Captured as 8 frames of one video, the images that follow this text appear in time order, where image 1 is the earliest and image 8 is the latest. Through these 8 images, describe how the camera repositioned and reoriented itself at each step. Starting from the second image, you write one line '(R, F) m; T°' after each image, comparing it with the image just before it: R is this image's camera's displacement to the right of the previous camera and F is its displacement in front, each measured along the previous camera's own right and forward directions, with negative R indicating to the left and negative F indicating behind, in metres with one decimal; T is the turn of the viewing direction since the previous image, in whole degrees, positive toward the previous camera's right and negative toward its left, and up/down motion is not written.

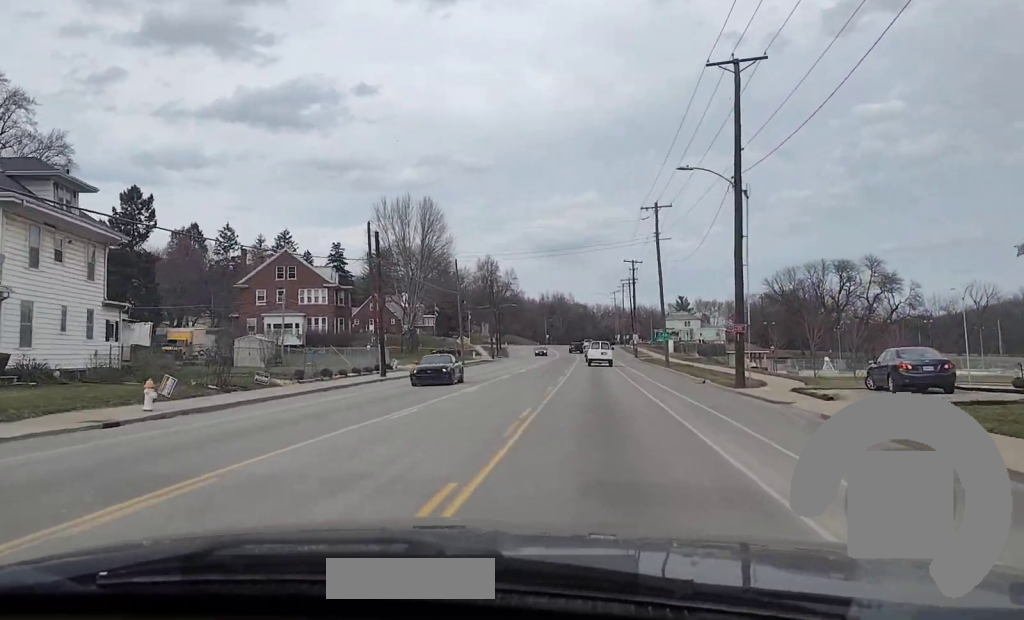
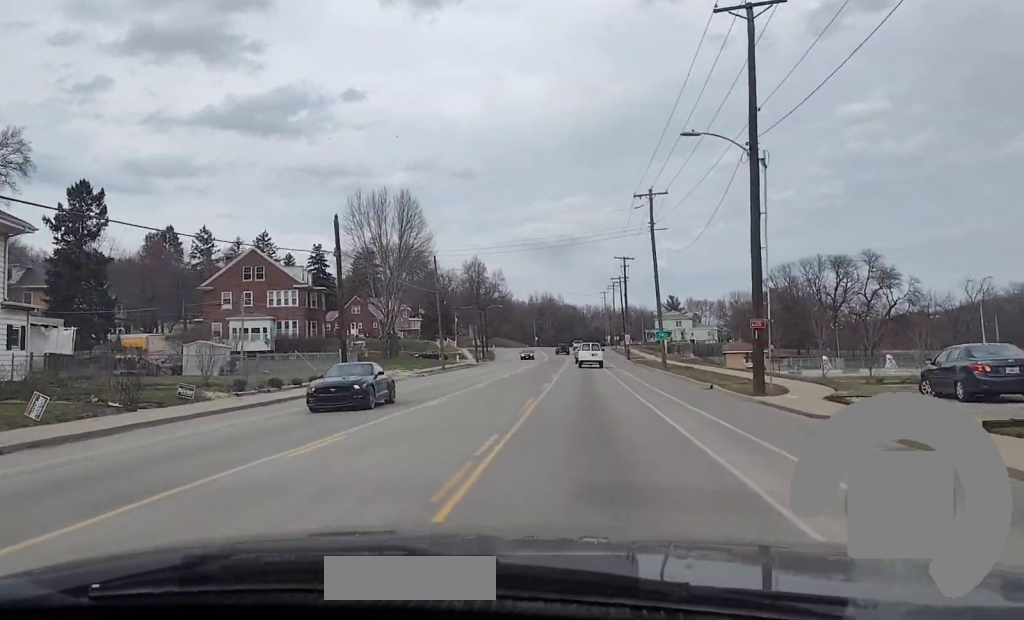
(0.0, +6.2) m; 0°
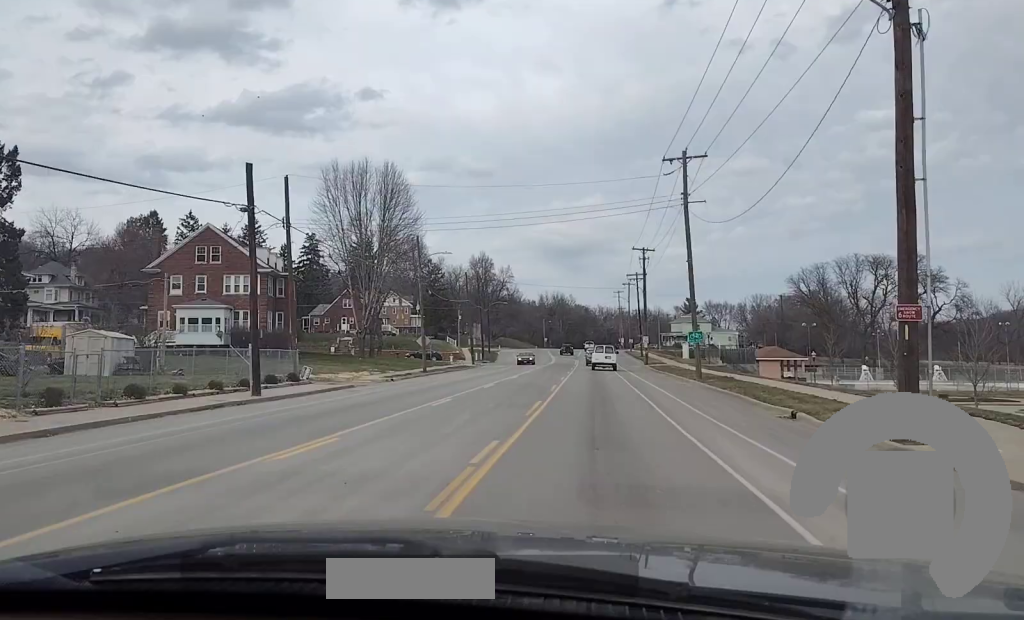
(0.0, +13.6) m; 0°
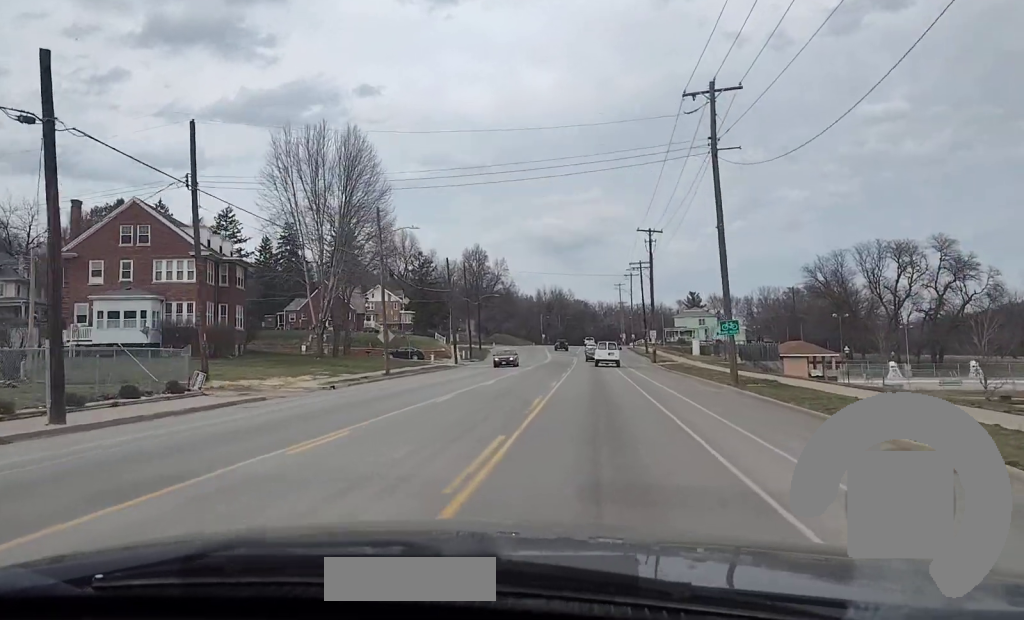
(0.0, +12.2) m; 0°
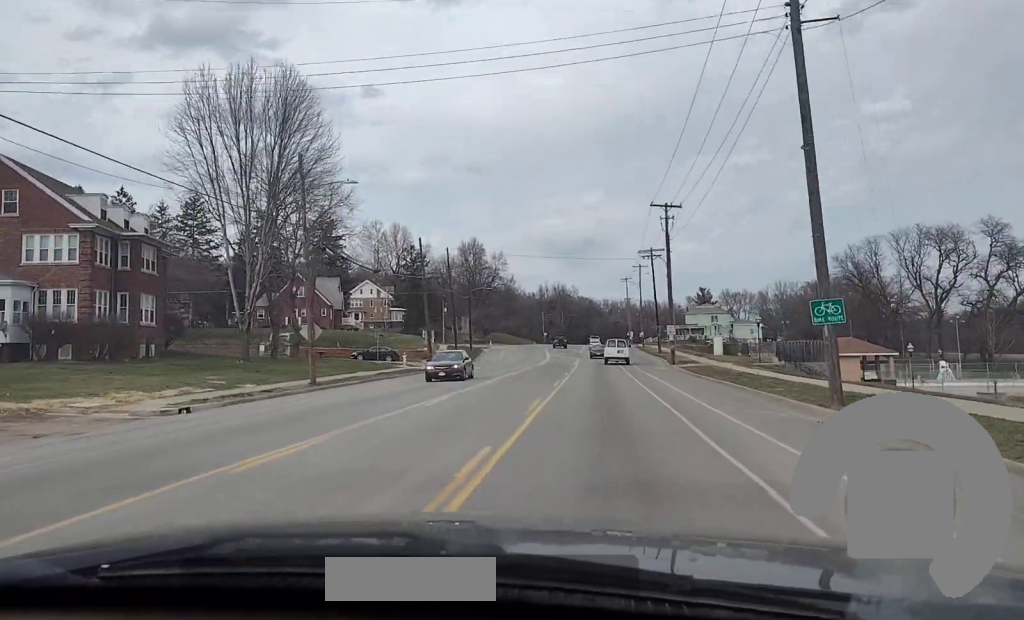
(0.0, +14.8) m; 0°
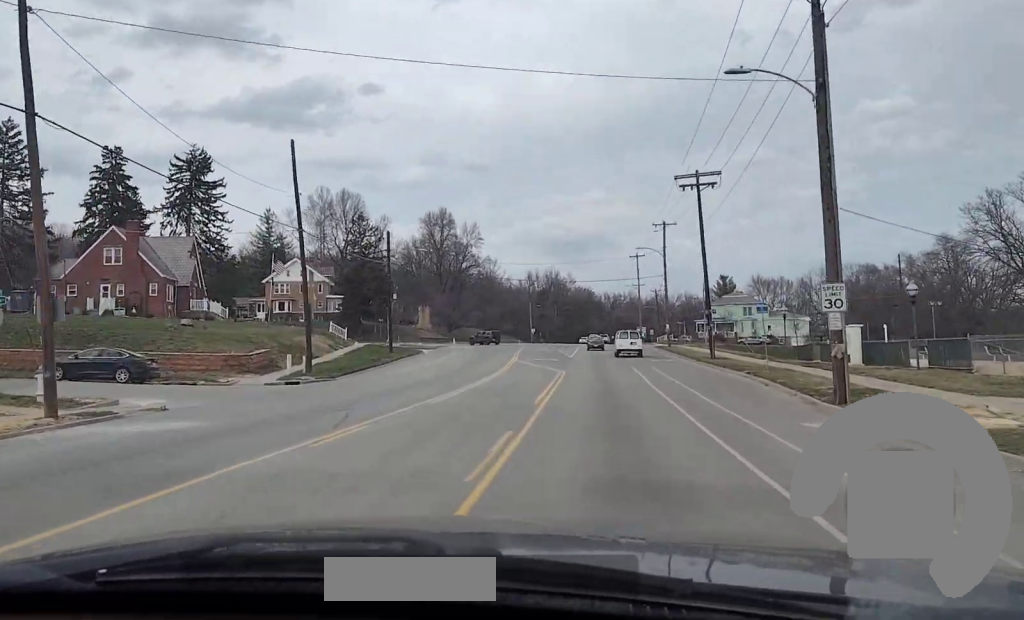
(0.0, +45.6) m; 0°
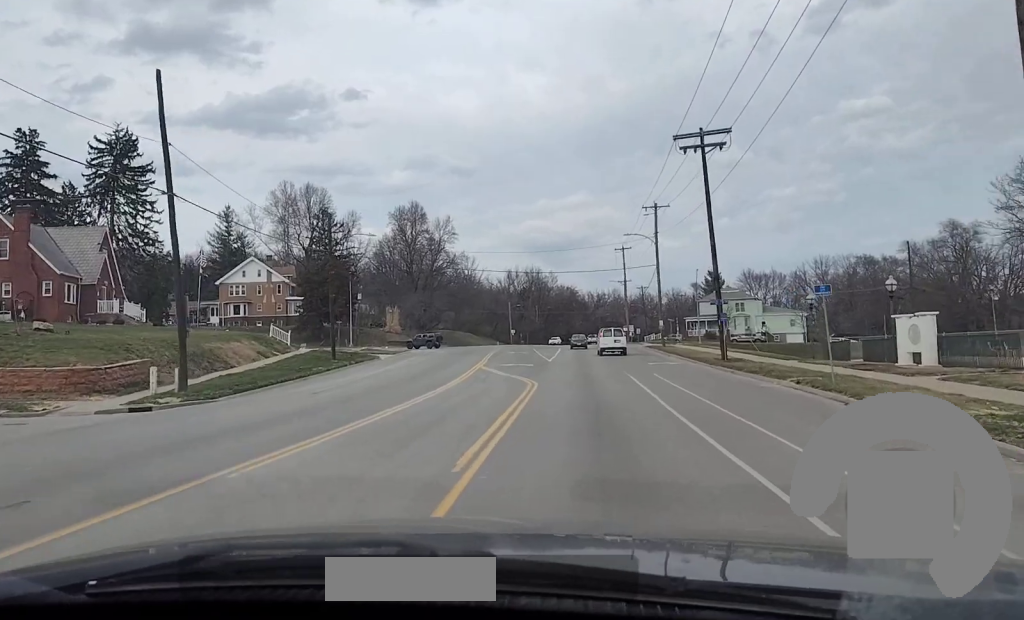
(0.0, +11.5) m; 0°
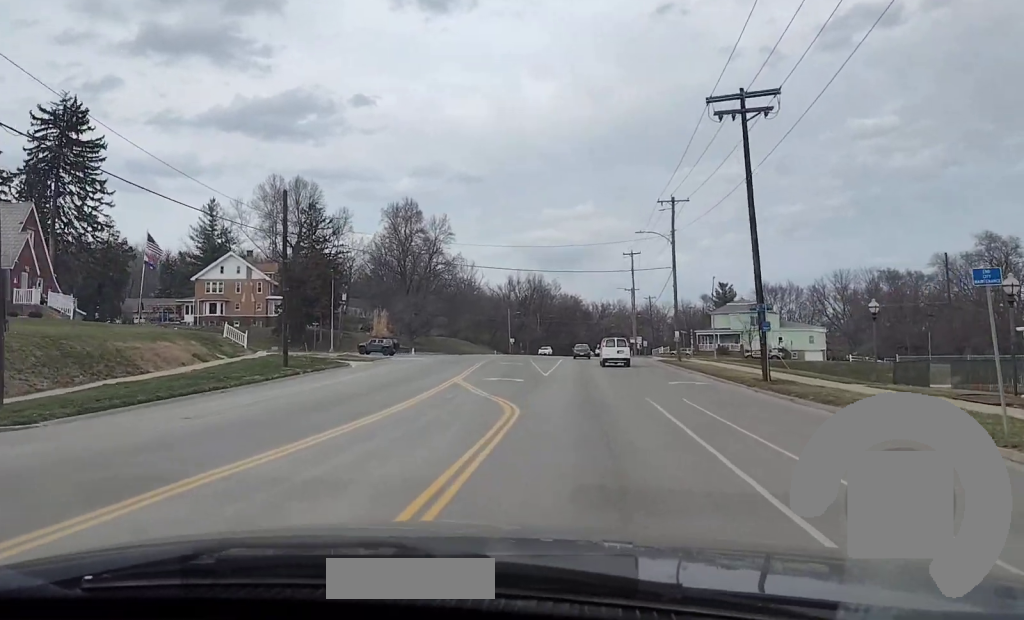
(0.0, +9.5) m; 0°
